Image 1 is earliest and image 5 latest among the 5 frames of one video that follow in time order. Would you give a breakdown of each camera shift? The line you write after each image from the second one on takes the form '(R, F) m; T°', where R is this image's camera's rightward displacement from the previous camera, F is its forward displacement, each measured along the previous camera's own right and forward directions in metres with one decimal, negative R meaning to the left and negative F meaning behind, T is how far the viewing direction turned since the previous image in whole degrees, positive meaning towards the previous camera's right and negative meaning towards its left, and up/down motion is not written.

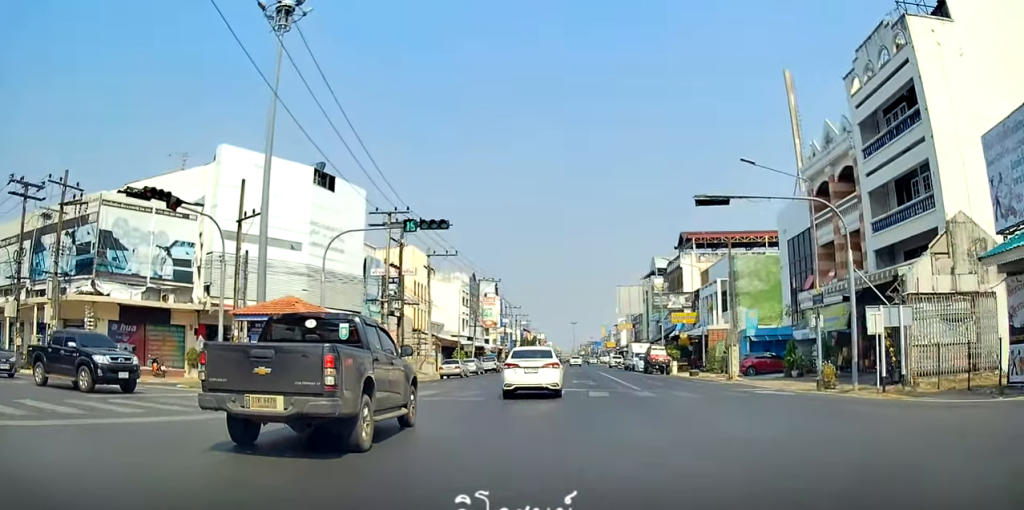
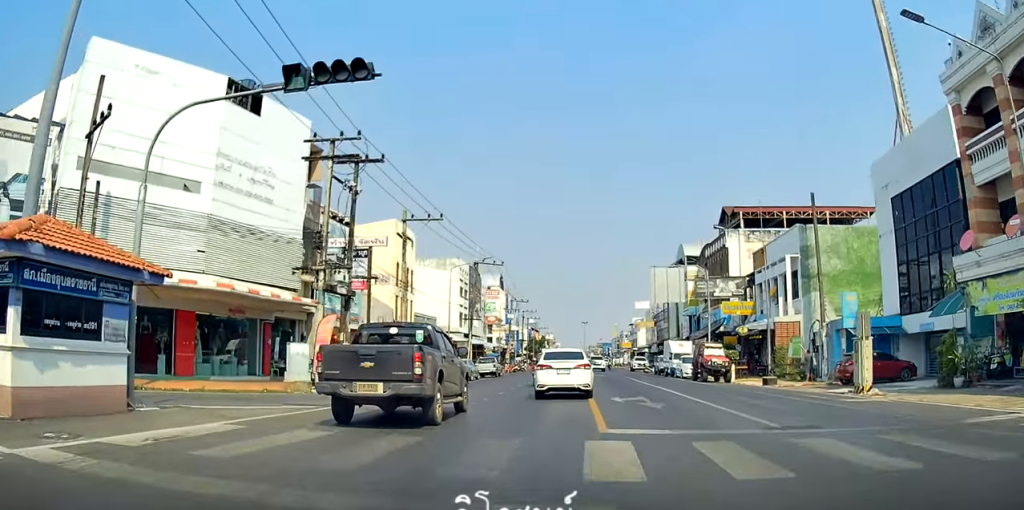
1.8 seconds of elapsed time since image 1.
(-1.6, +16.0) m; -6°
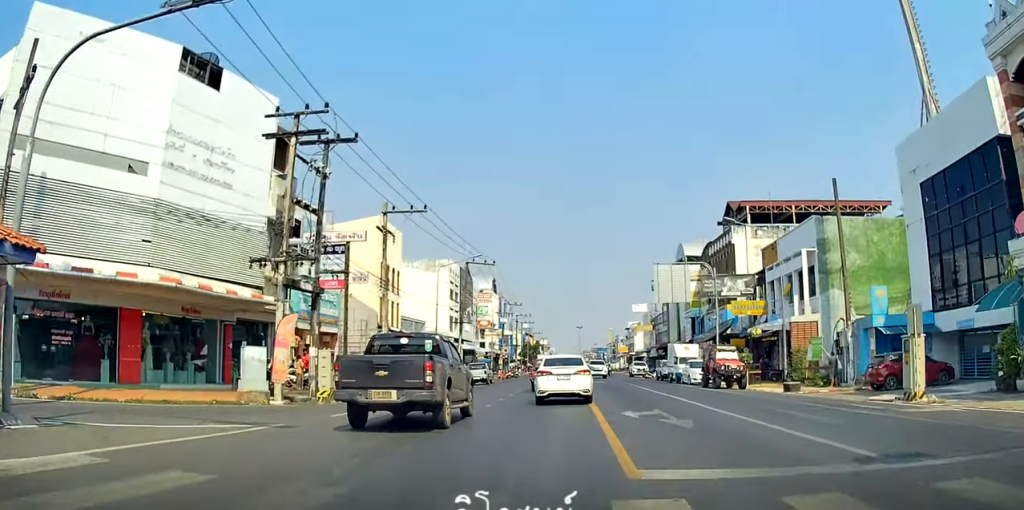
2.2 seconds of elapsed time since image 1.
(-0.2, +4.2) m; +1°
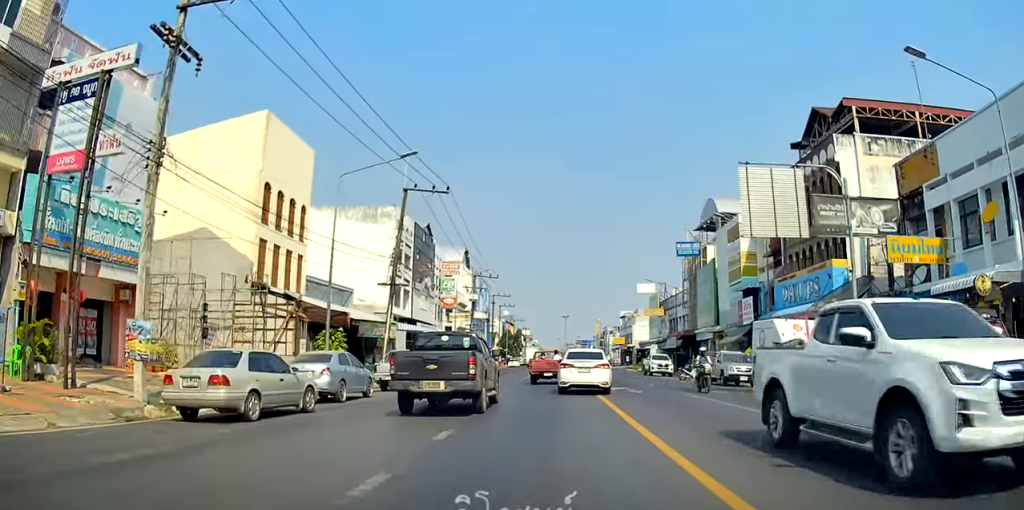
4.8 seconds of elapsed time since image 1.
(+1.7, +23.6) m; +10°
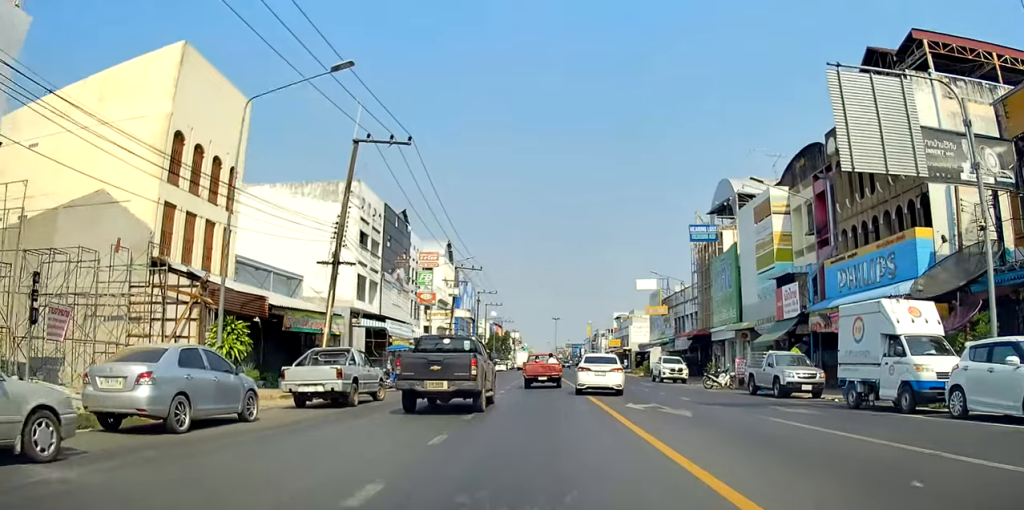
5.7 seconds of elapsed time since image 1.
(+0.3, +8.3) m; +3°
